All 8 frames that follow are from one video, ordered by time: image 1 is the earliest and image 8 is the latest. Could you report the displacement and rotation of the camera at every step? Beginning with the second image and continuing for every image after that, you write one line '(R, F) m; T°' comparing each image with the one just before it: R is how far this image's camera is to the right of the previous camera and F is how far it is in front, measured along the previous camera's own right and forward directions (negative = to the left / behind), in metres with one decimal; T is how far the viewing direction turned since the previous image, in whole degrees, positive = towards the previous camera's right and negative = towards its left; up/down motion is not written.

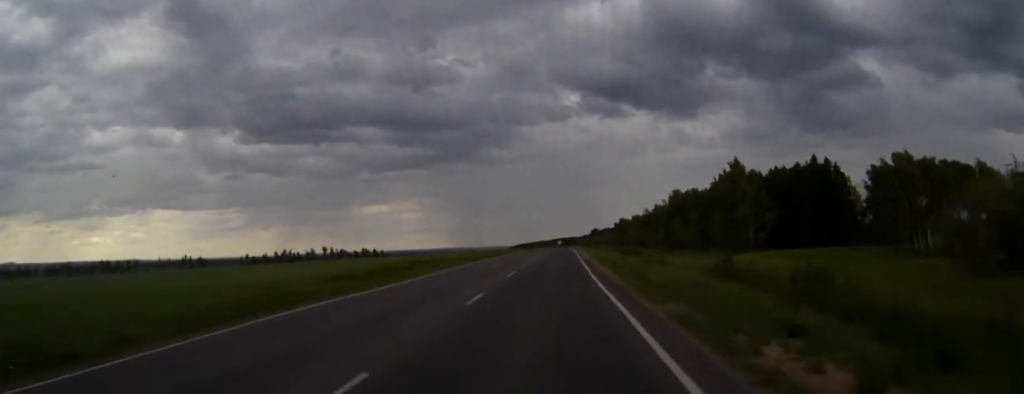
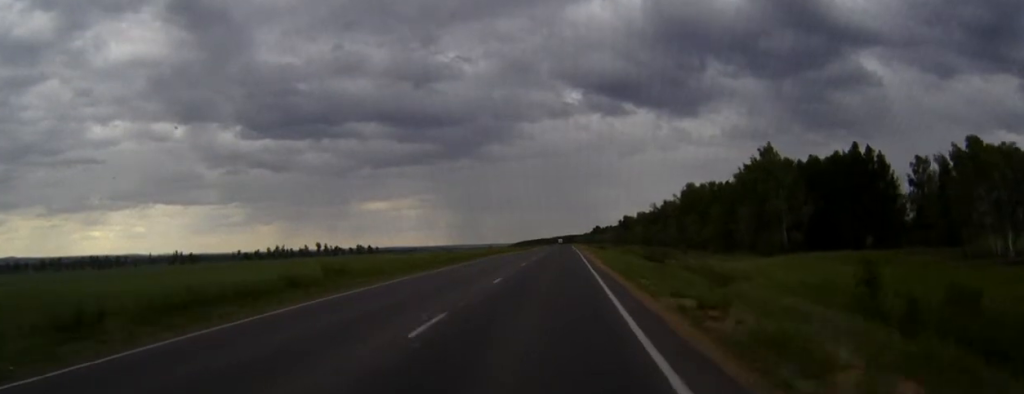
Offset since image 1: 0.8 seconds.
(0.0, +18.4) m; 0°
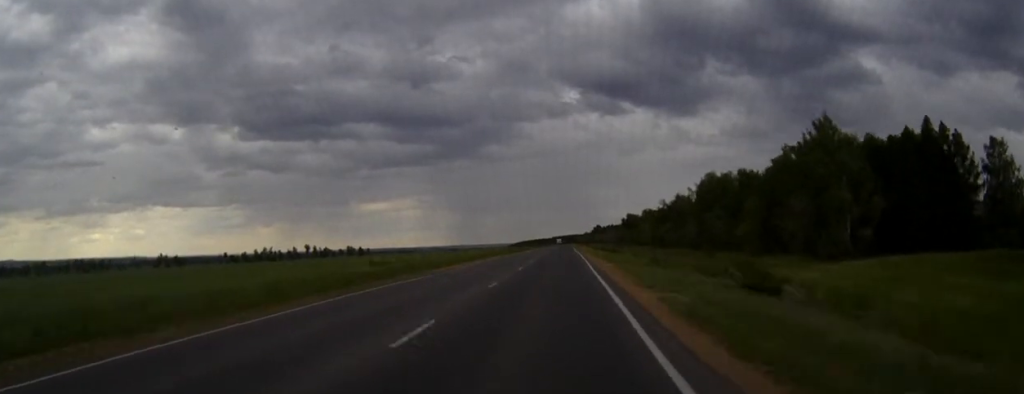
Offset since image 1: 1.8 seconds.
(0.0, +24.9) m; 0°
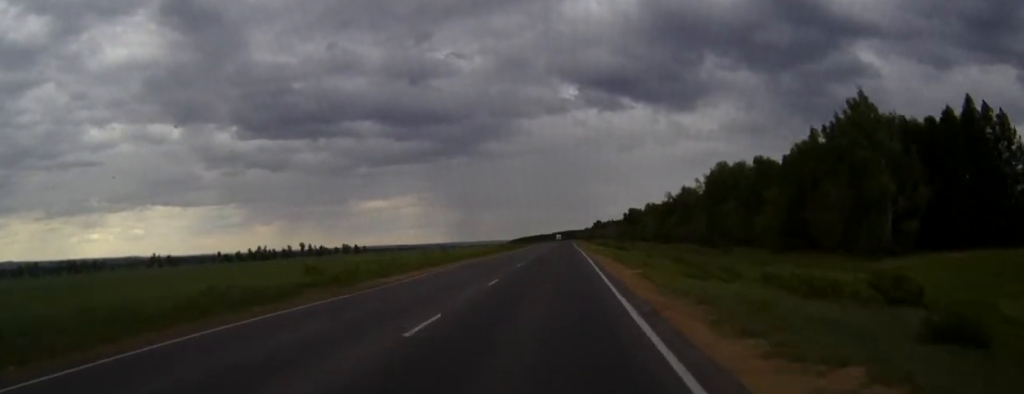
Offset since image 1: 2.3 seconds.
(0.0, +11.2) m; 0°
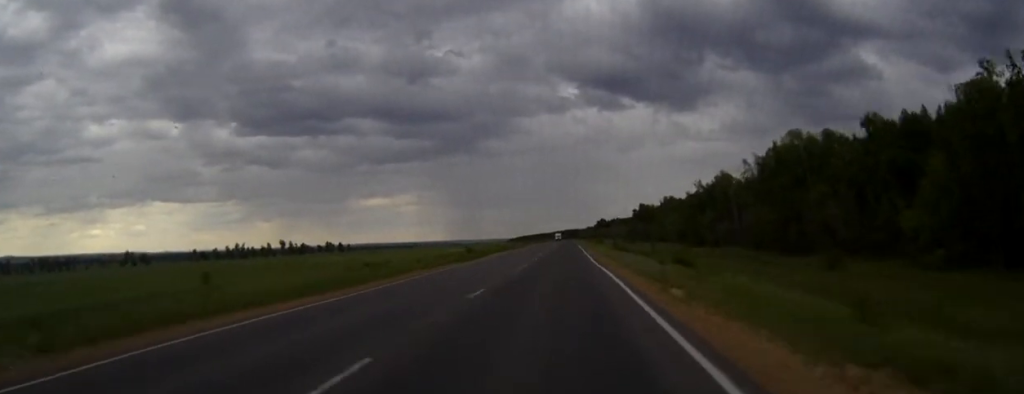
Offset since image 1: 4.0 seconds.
(-0.1, +41.4) m; 0°
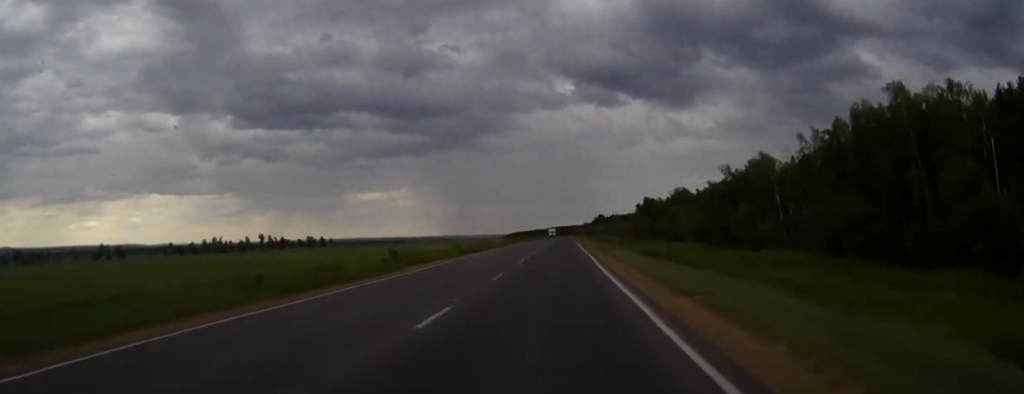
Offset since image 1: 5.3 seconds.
(+0.1, +30.4) m; 0°
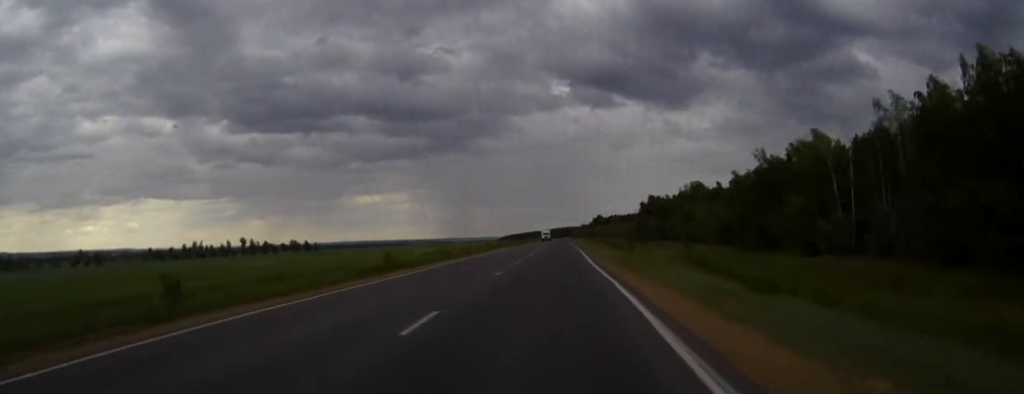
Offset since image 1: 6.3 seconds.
(+0.1, +24.8) m; 0°
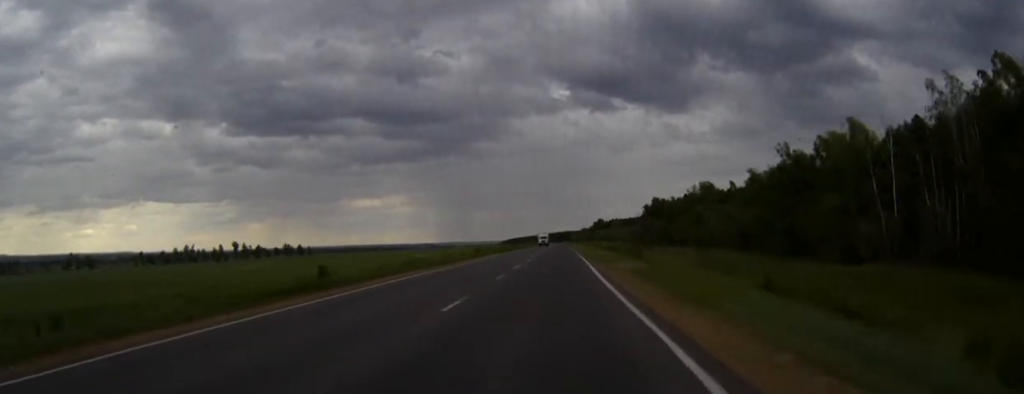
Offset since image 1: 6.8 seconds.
(0.0, +11.2) m; 0°
